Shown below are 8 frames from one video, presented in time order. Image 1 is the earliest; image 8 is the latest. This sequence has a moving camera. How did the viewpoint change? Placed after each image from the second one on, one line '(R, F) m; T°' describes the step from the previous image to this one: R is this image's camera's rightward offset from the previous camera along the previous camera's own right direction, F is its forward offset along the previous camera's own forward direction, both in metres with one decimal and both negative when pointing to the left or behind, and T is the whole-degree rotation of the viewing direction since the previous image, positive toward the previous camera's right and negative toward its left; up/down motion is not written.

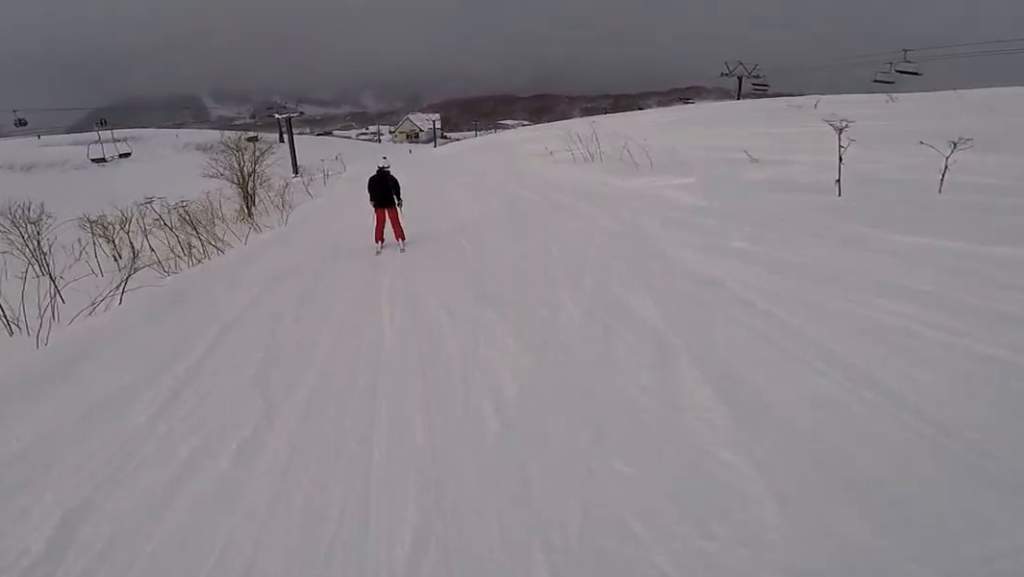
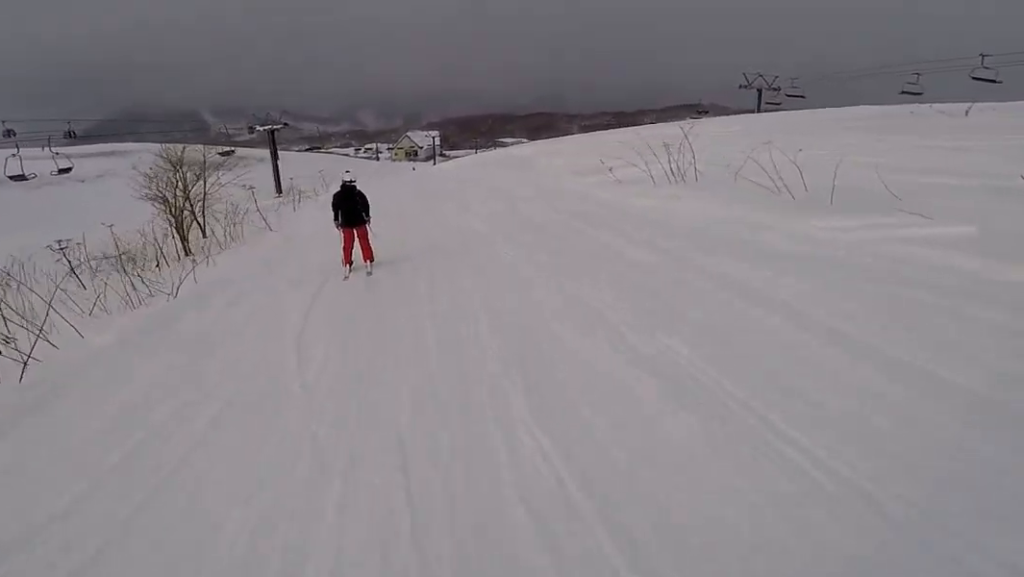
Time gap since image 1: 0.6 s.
(+0.3, +6.5) m; -2°
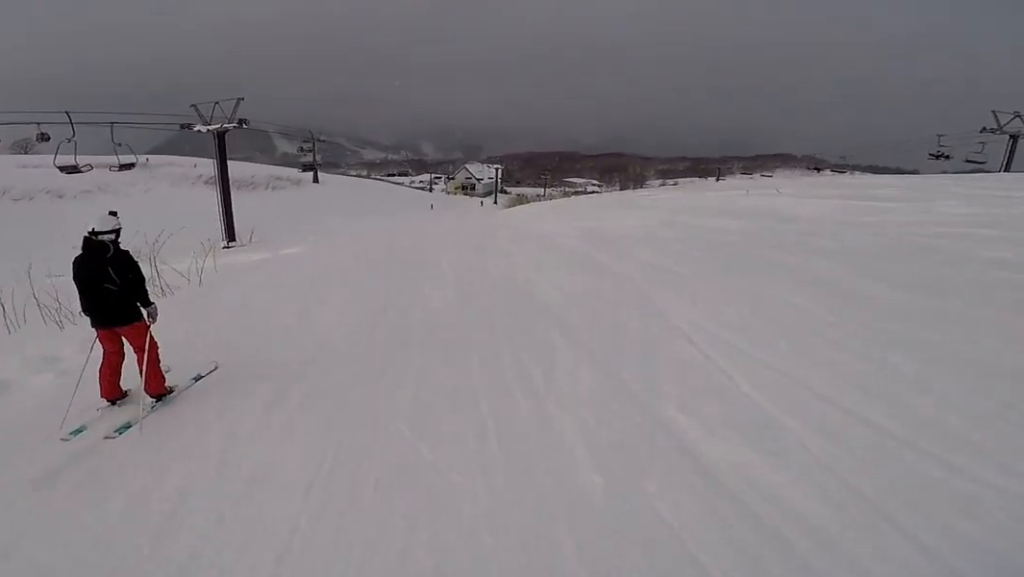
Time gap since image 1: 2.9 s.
(-0.3, +22.2) m; -2°
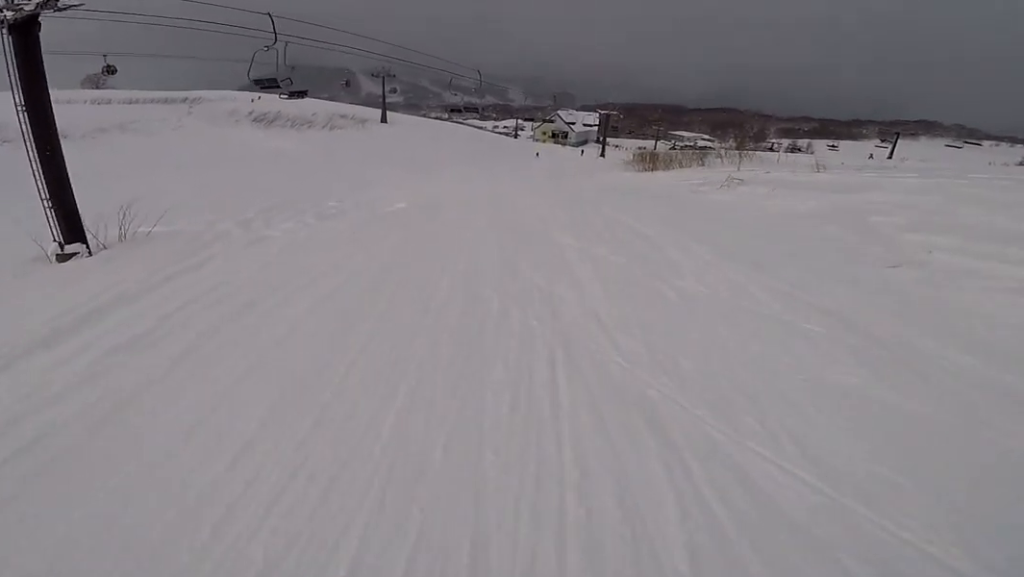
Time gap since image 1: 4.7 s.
(-1.5, +18.0) m; -9°
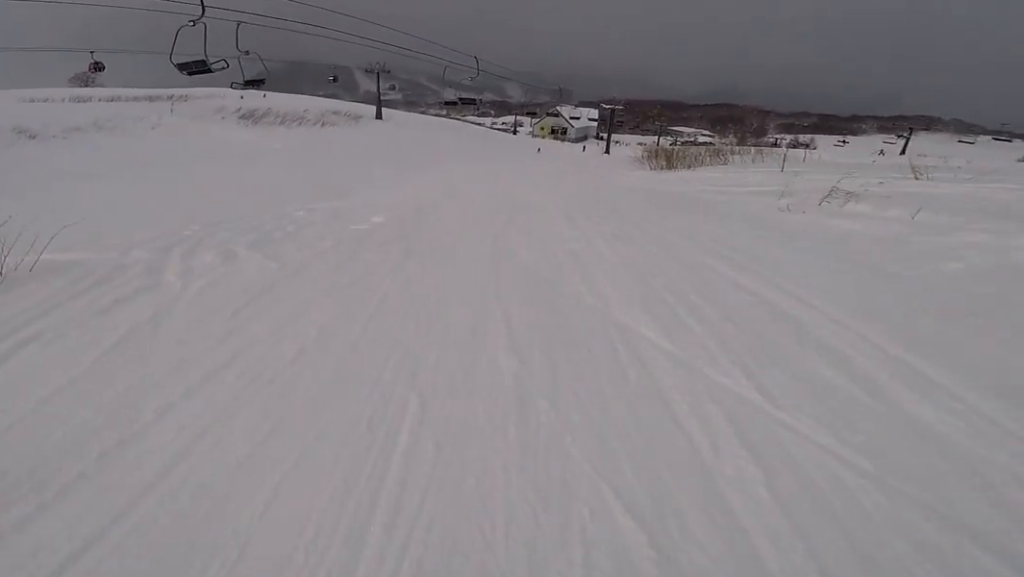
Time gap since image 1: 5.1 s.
(-0.3, +4.1) m; -2°
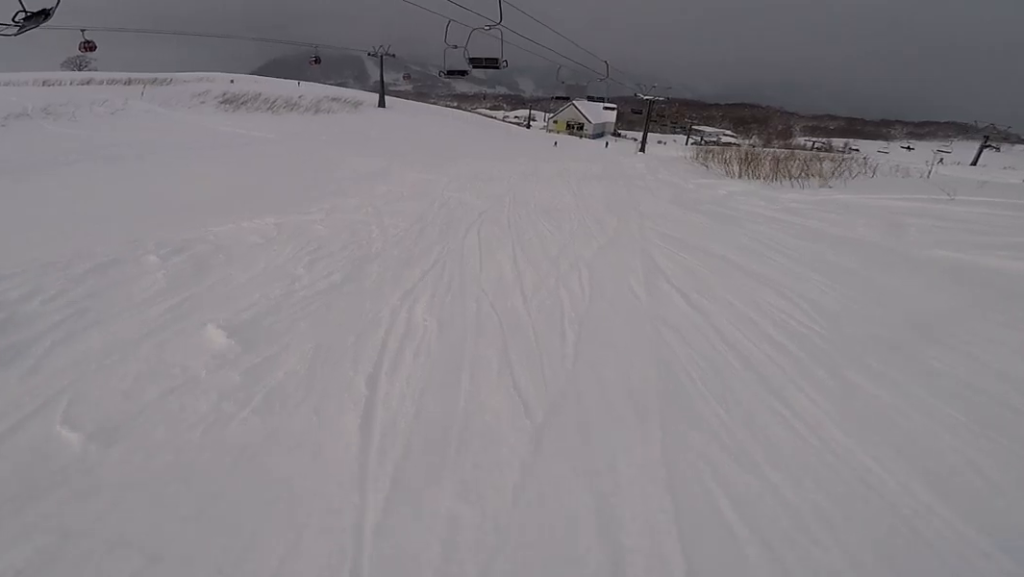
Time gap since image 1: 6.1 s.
(-0.4, +10.2) m; 0°
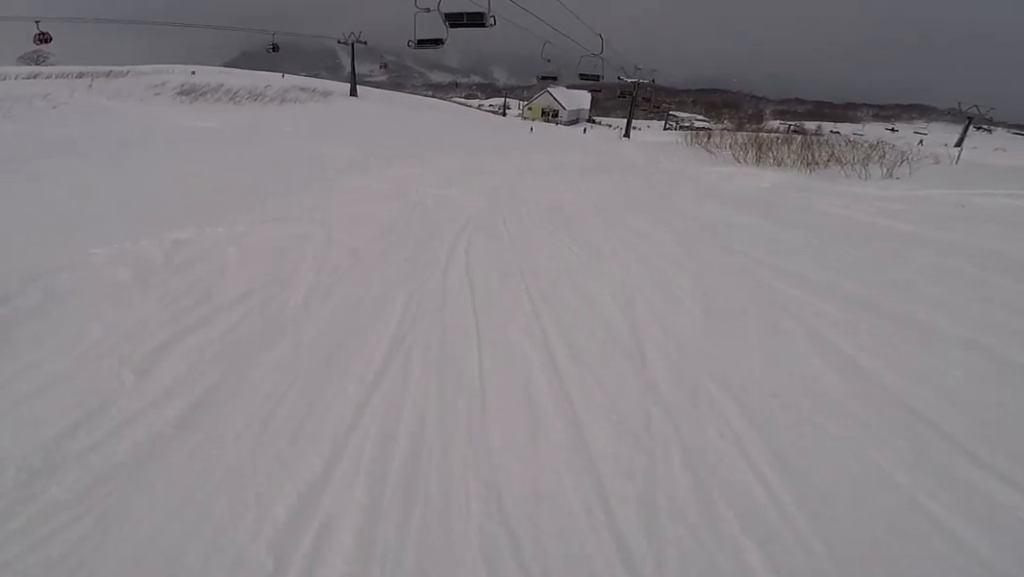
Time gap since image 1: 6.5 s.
(-0.2, +4.3) m; +2°
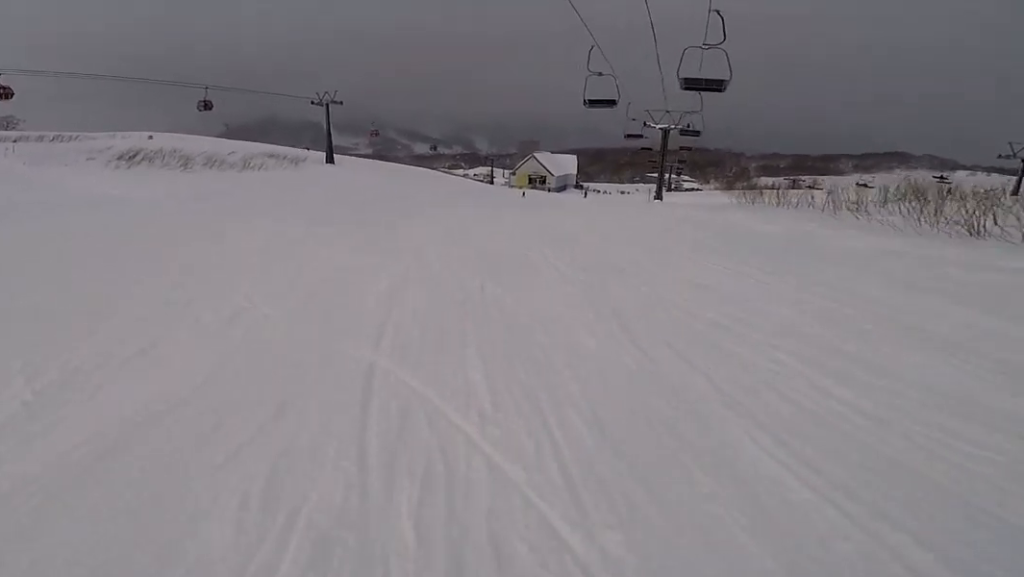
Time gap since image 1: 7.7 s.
(+0.7, +12.5) m; 0°
